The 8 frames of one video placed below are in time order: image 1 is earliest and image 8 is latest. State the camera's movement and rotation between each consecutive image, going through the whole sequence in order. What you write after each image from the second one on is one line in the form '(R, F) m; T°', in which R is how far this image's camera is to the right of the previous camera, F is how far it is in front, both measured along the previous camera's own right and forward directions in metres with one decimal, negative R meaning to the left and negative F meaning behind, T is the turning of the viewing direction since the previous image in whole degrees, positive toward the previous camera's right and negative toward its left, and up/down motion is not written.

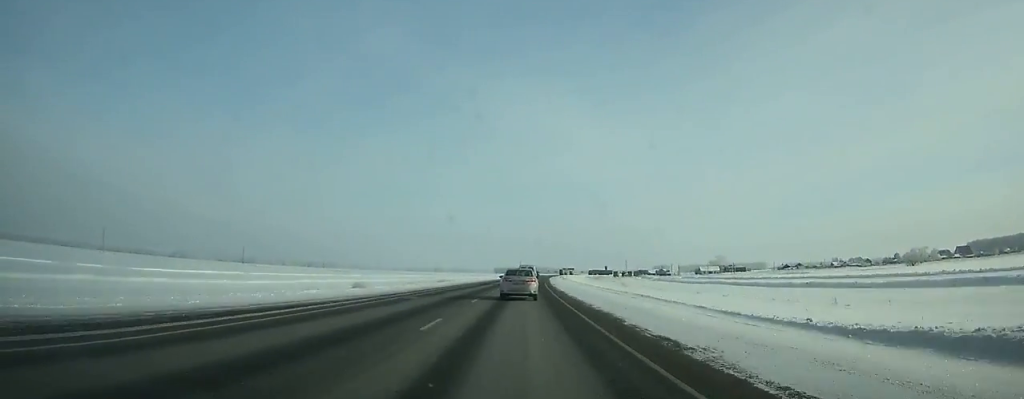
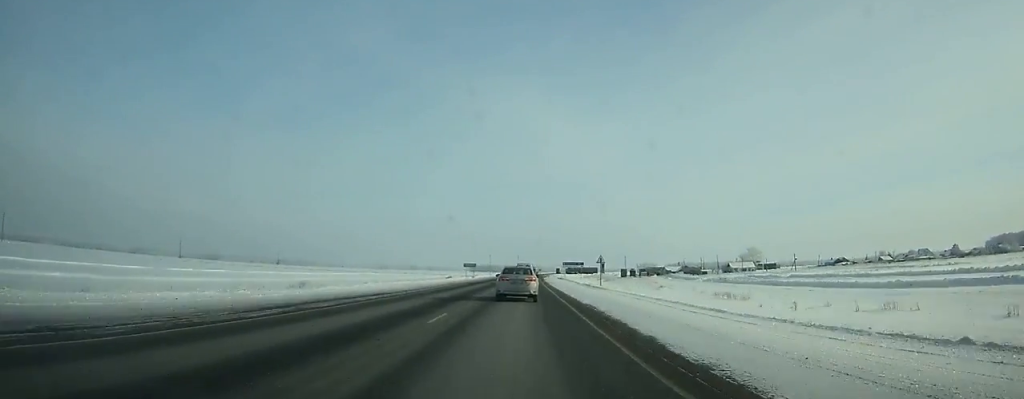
(+1.5, +87.5) m; +1°
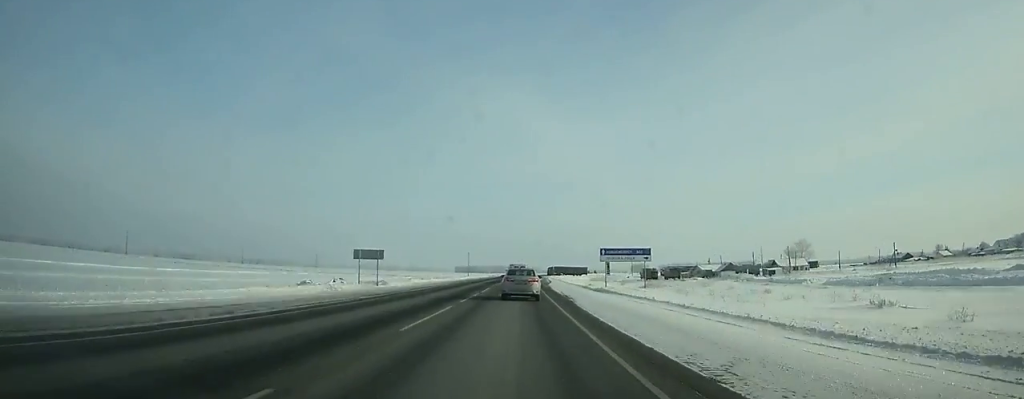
(+0.5, +67.1) m; +1°
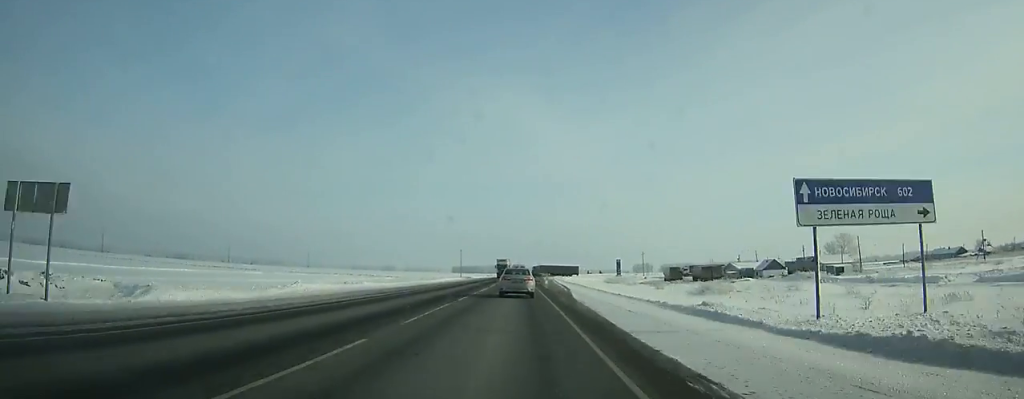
(+0.1, +34.0) m; 0°
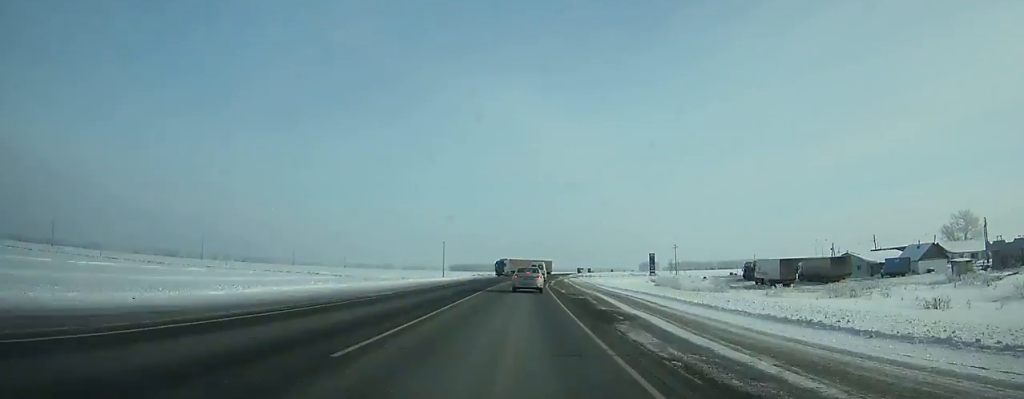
(+0.3, +65.5) m; +1°
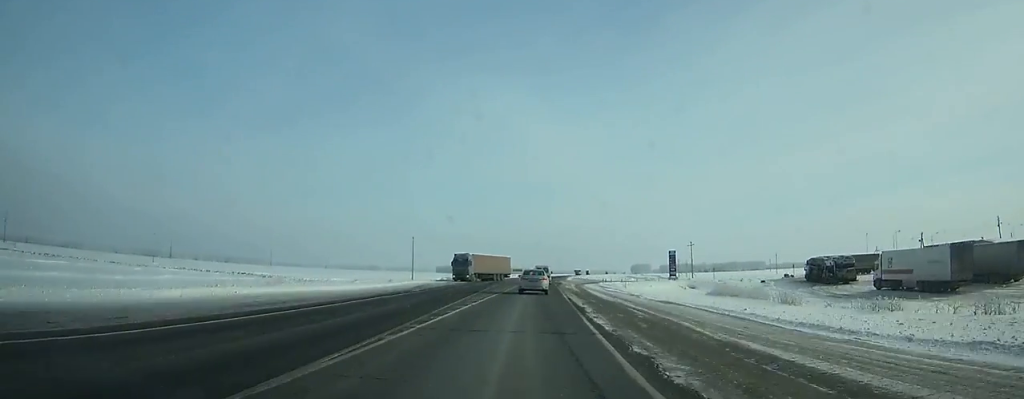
(+0.4, +43.2) m; +1°
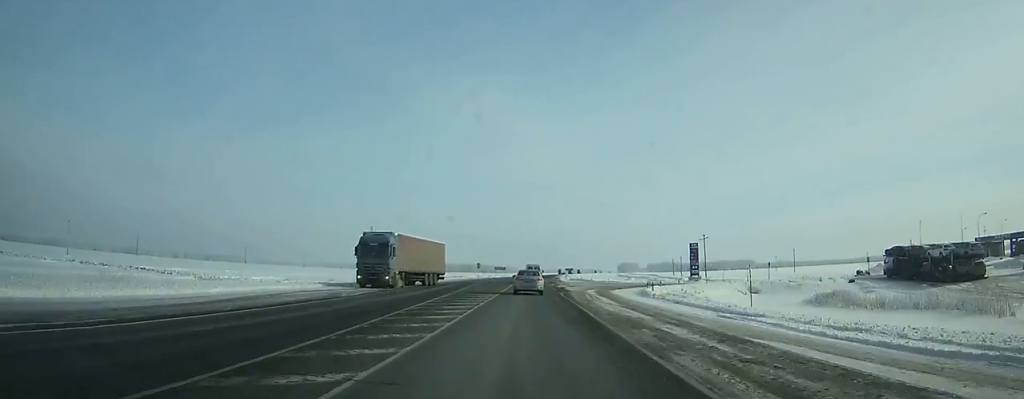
(+0.2, +34.9) m; +1°
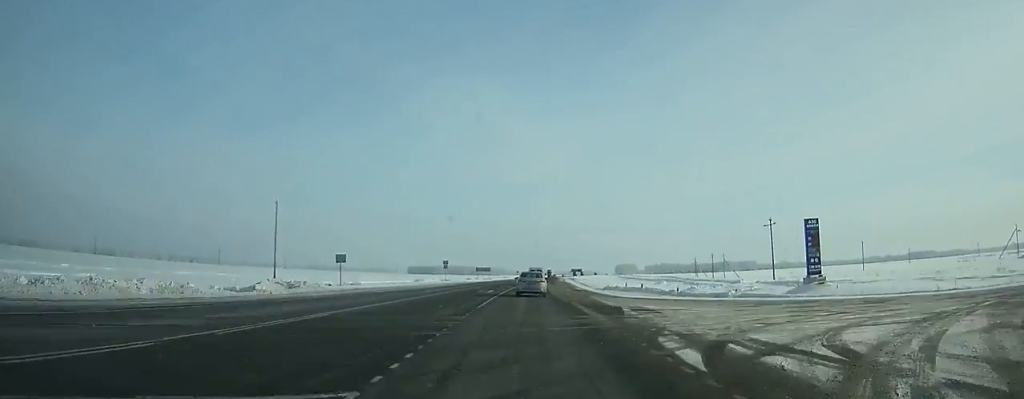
(+0.6, +57.5) m; +1°
